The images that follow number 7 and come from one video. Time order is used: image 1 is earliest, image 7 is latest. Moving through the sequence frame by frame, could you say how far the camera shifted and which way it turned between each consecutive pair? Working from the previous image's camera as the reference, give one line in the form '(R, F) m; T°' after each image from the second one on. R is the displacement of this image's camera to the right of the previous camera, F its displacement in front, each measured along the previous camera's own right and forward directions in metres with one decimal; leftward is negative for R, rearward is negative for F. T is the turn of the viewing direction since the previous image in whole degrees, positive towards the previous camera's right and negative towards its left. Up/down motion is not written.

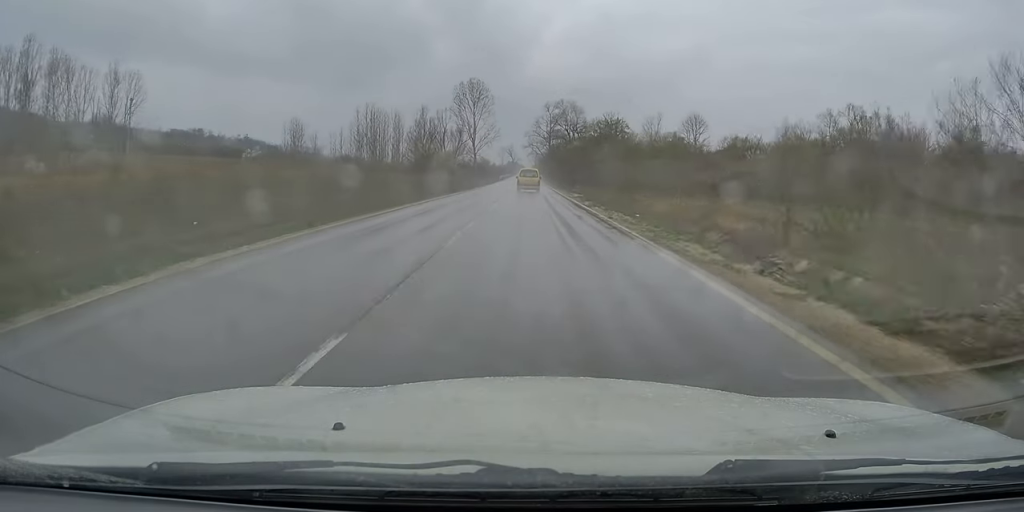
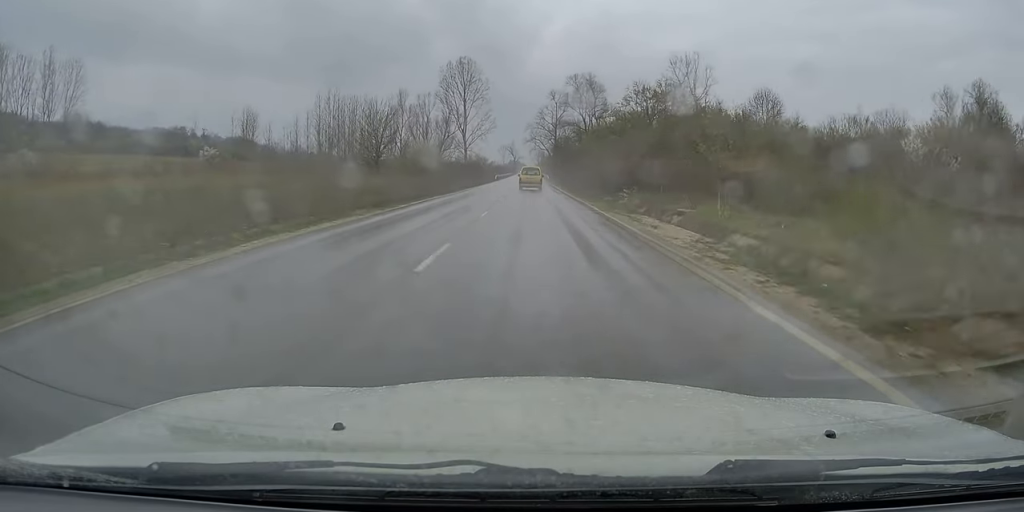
(+0.4, +30.0) m; 0°
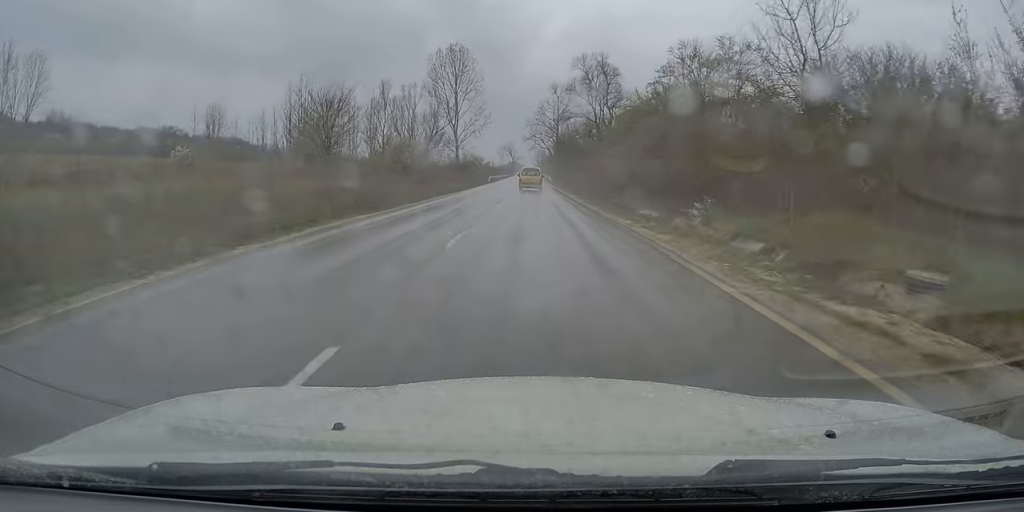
(-0.1, +15.3) m; 0°
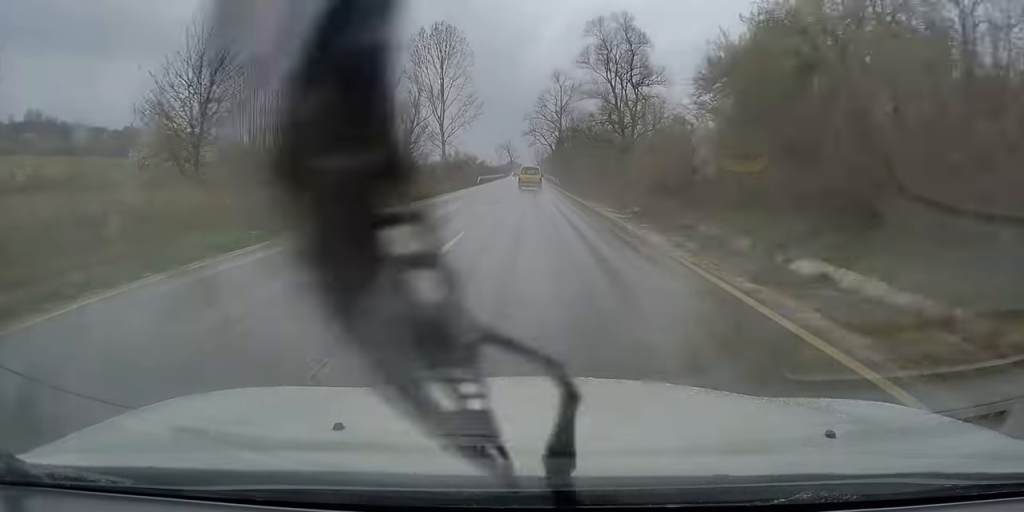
(-0.1, +18.9) m; 0°
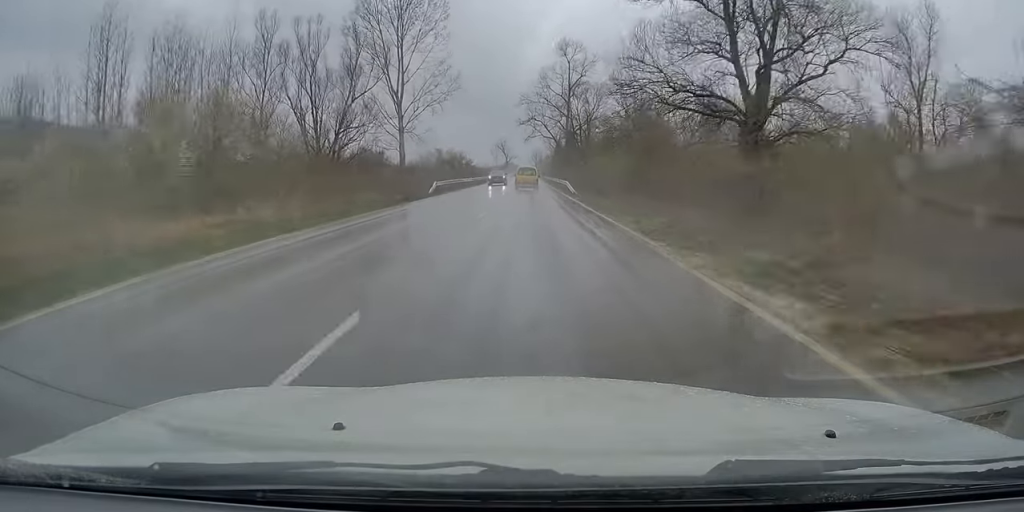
(+0.2, +34.0) m; +1°
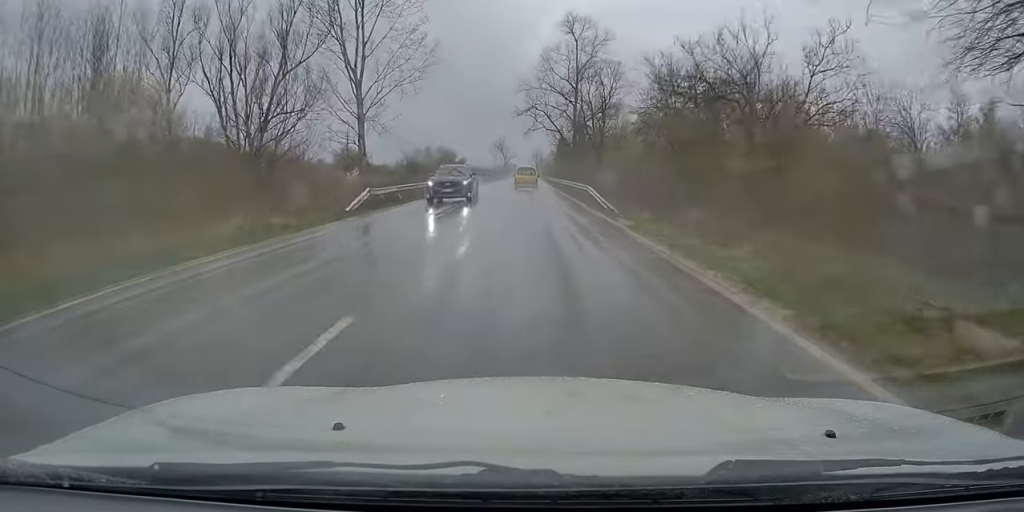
(+0.1, +18.0) m; 0°
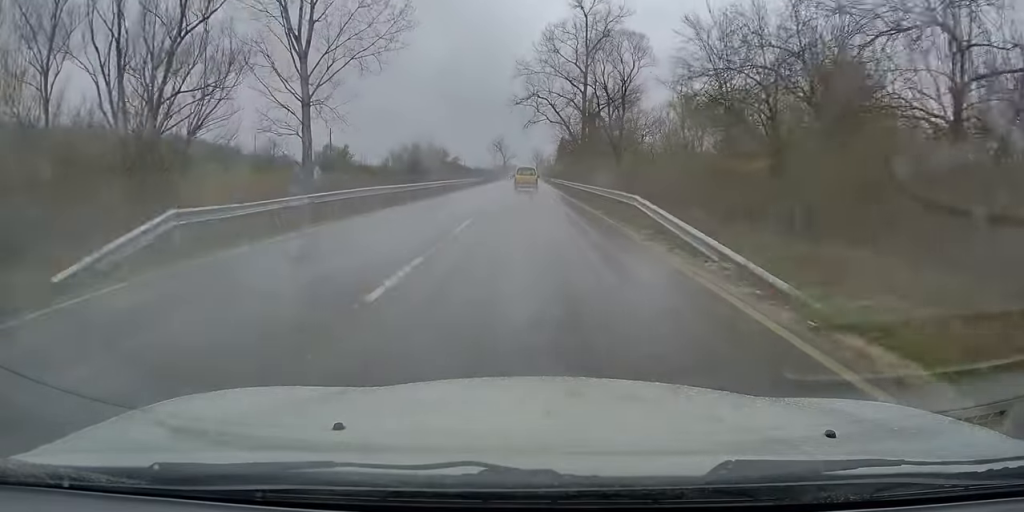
(0.0, +14.3) m; 0°
